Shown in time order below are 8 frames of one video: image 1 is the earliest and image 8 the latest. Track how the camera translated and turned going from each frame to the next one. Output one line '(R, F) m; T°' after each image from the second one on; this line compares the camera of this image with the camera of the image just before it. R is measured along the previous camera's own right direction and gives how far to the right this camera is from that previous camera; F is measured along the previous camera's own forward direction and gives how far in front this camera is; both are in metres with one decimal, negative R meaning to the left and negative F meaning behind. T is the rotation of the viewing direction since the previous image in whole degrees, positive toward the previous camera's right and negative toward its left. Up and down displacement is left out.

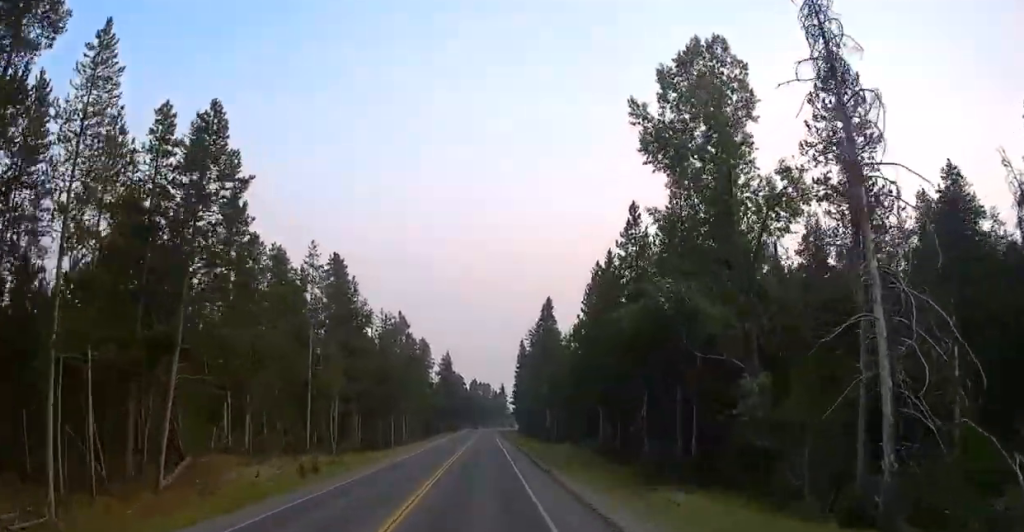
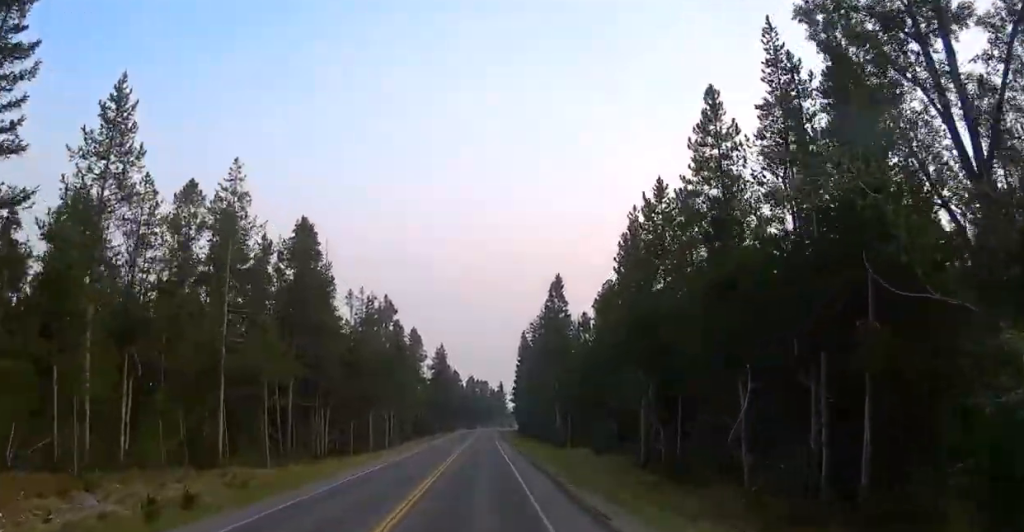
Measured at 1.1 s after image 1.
(0.0, +15.1) m; -2°
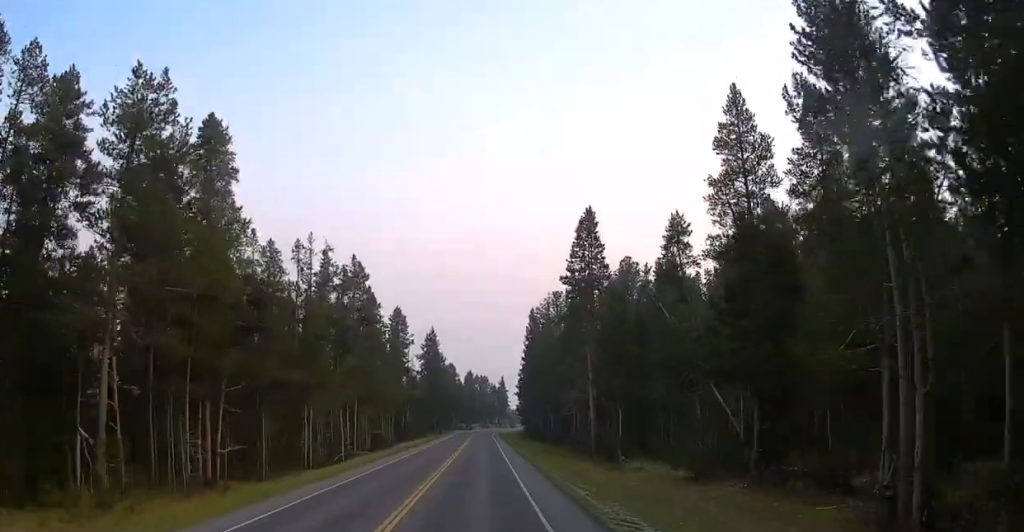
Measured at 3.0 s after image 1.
(-0.4, +23.9) m; +1°
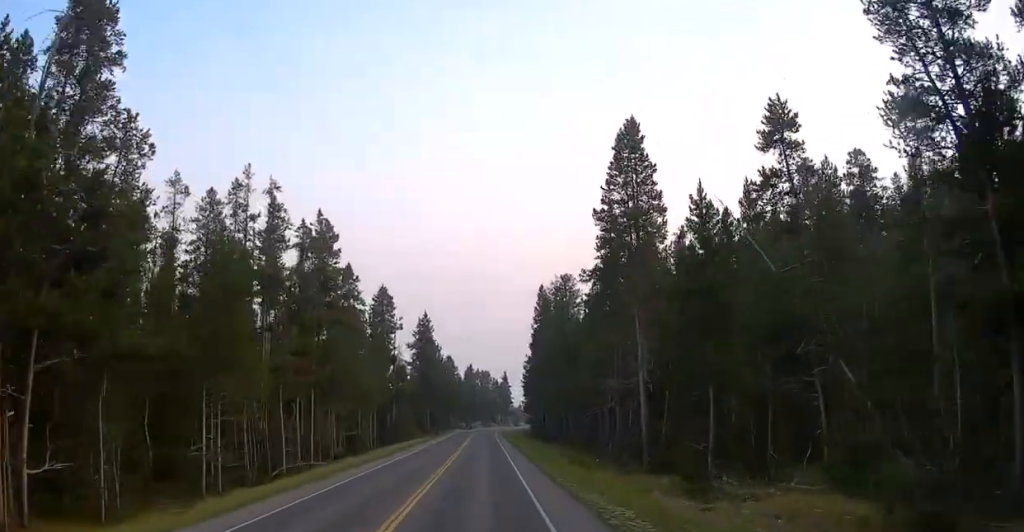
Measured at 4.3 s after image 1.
(+0.3, +16.3) m; +1°
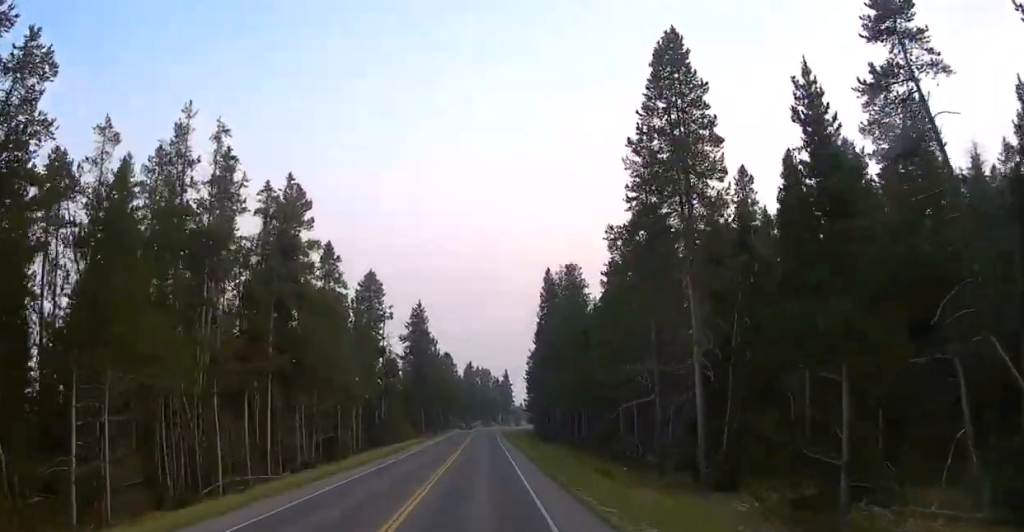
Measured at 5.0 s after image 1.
(0.0, +9.5) m; 0°
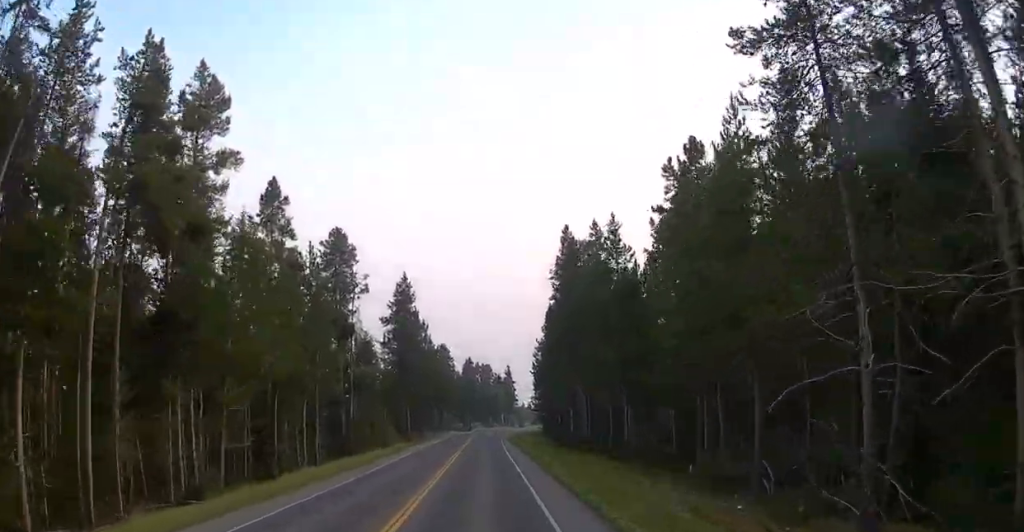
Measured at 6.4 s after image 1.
(0.0, +18.0) m; 0°
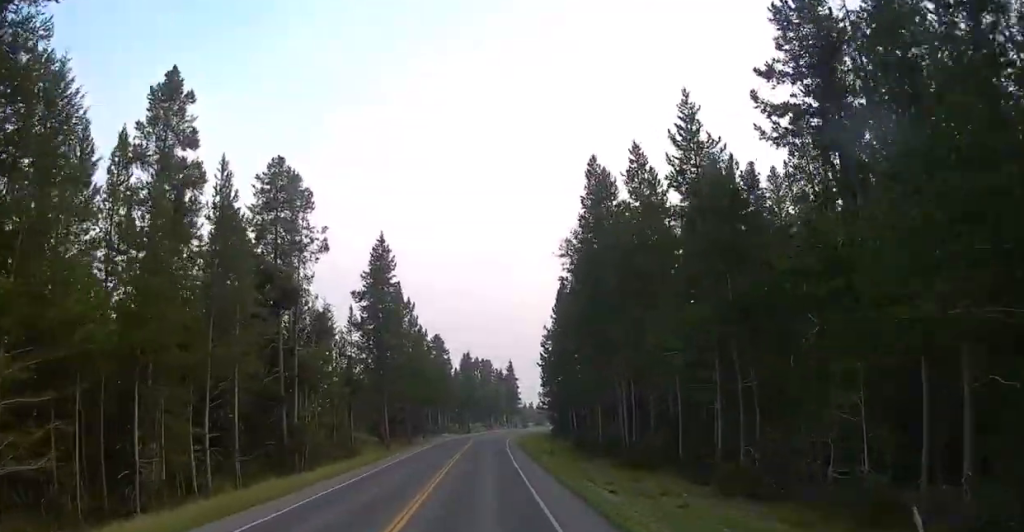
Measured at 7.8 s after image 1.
(0.0, +16.9) m; 0°
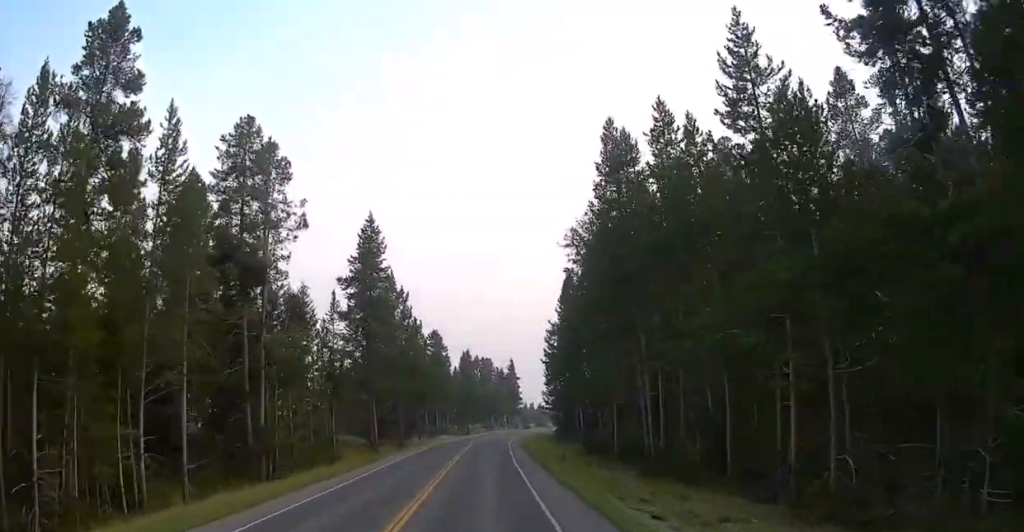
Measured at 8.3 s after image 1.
(0.0, +6.3) m; 0°
